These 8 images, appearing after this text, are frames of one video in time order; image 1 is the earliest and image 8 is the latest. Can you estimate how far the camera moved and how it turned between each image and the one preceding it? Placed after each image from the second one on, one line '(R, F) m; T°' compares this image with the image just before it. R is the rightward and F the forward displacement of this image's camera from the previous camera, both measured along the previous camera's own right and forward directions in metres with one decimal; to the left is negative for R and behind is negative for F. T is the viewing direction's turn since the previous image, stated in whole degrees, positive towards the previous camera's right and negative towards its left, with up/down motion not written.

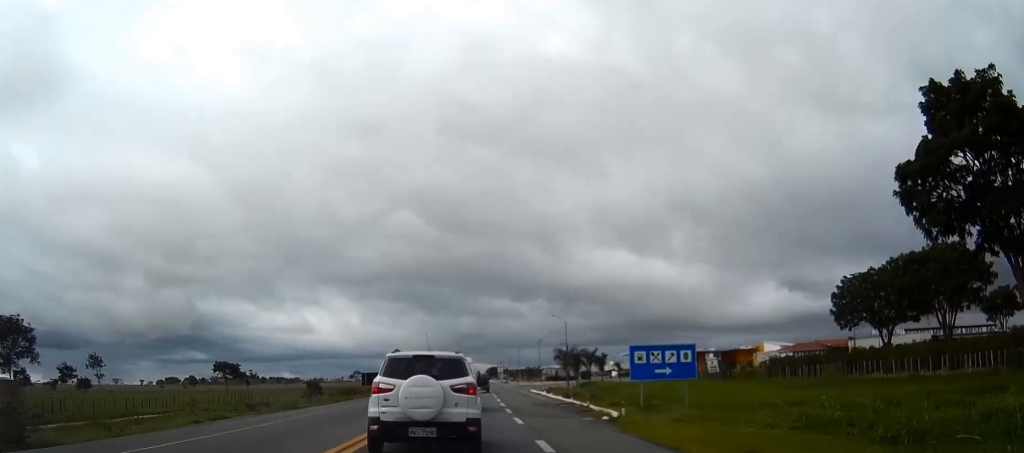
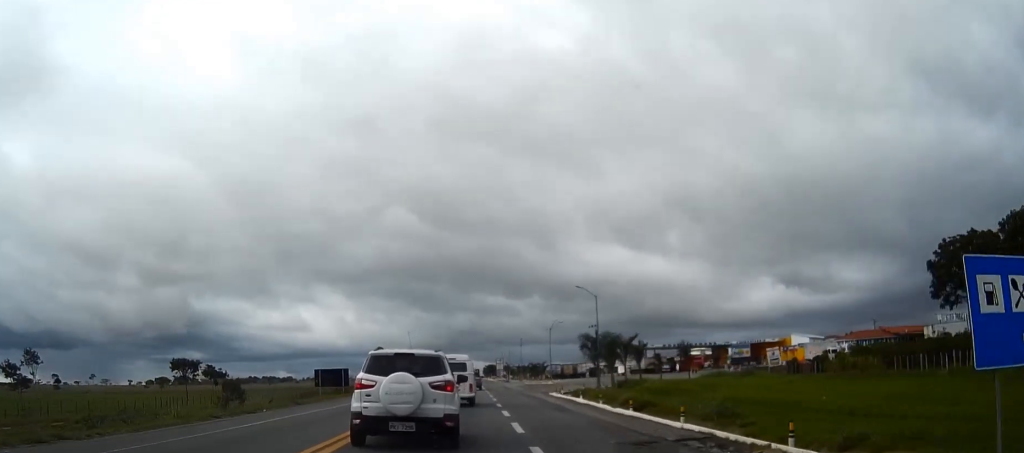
(+0.4, +24.1) m; +1°
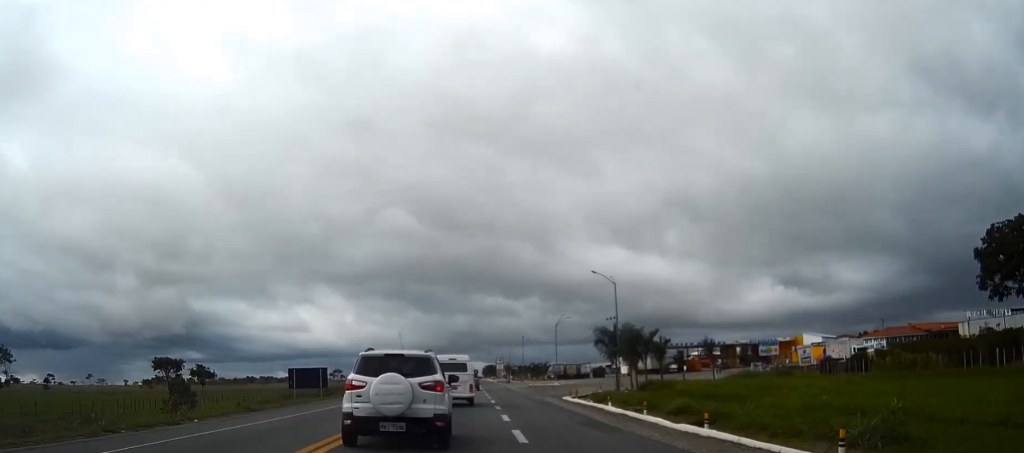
(0.0, +8.8) m; 0°
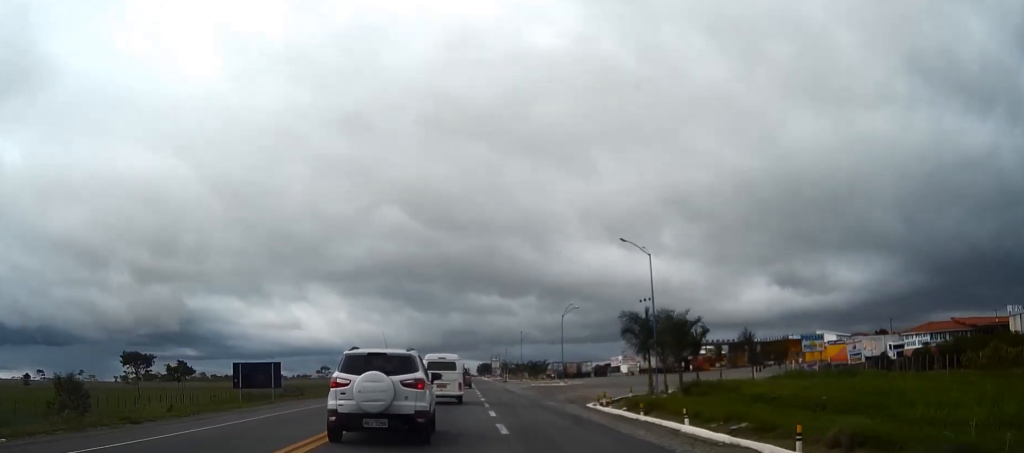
(0.0, +12.0) m; 0°
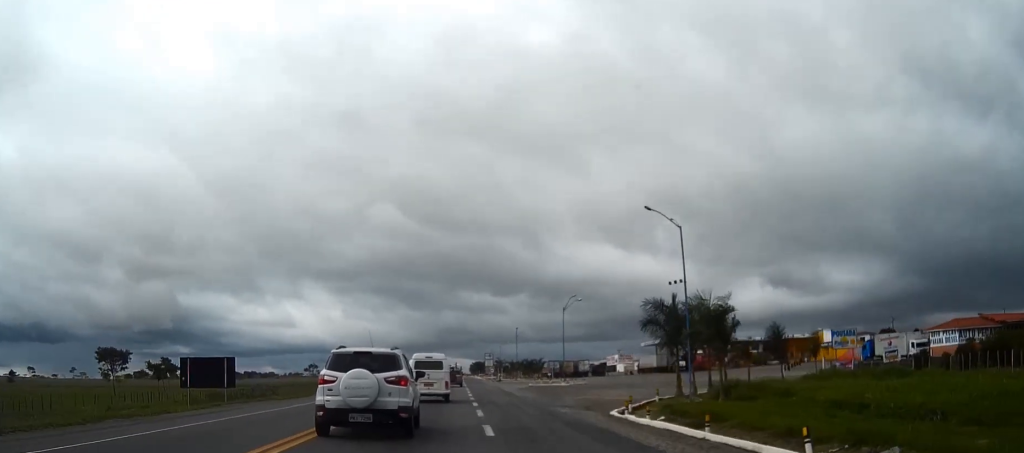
(0.0, +7.5) m; +1°
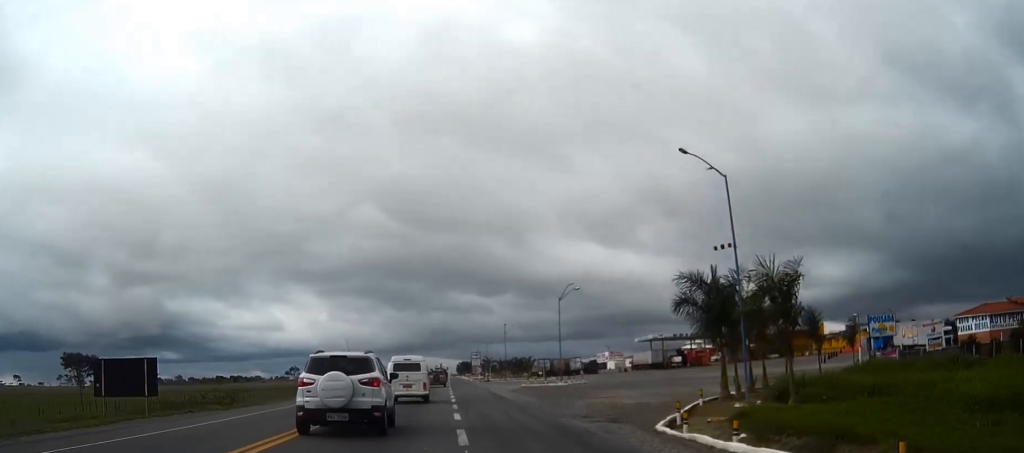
(0.0, +8.4) m; +1°
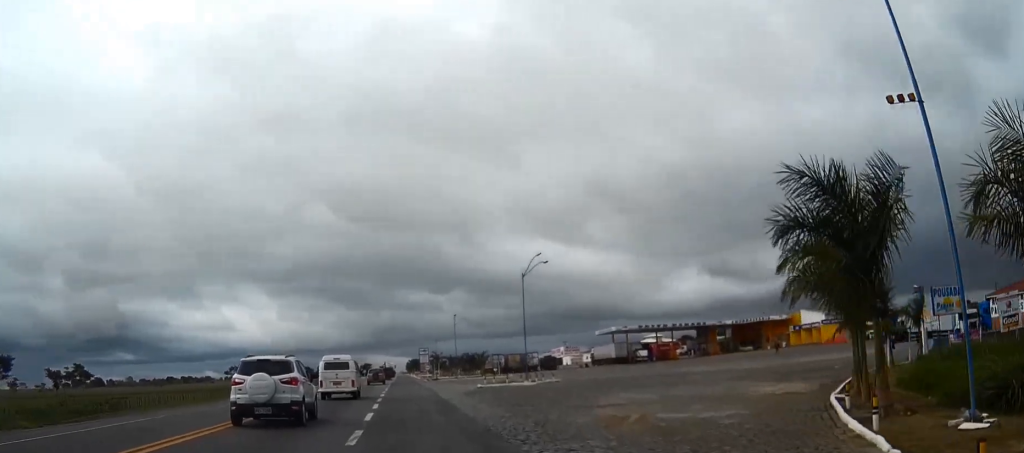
(+0.2, +13.8) m; +3°
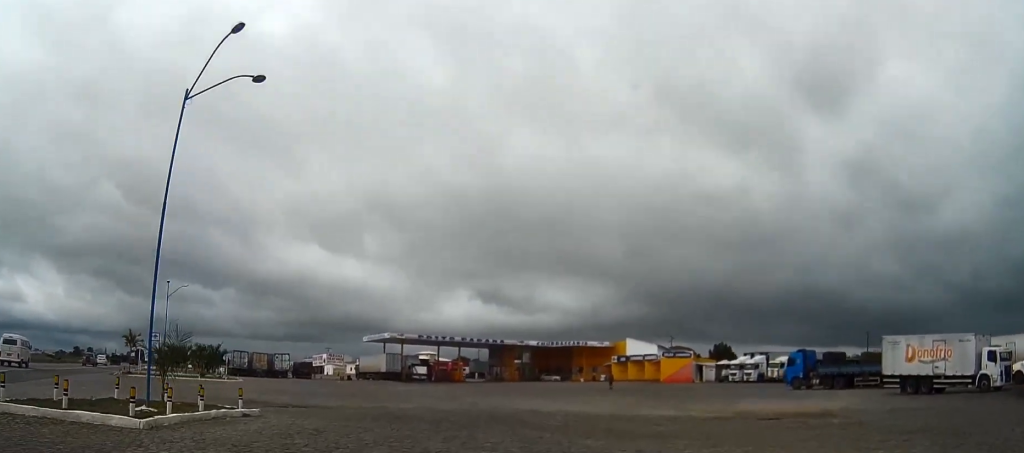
(+3.9, +34.1) m; +13°
